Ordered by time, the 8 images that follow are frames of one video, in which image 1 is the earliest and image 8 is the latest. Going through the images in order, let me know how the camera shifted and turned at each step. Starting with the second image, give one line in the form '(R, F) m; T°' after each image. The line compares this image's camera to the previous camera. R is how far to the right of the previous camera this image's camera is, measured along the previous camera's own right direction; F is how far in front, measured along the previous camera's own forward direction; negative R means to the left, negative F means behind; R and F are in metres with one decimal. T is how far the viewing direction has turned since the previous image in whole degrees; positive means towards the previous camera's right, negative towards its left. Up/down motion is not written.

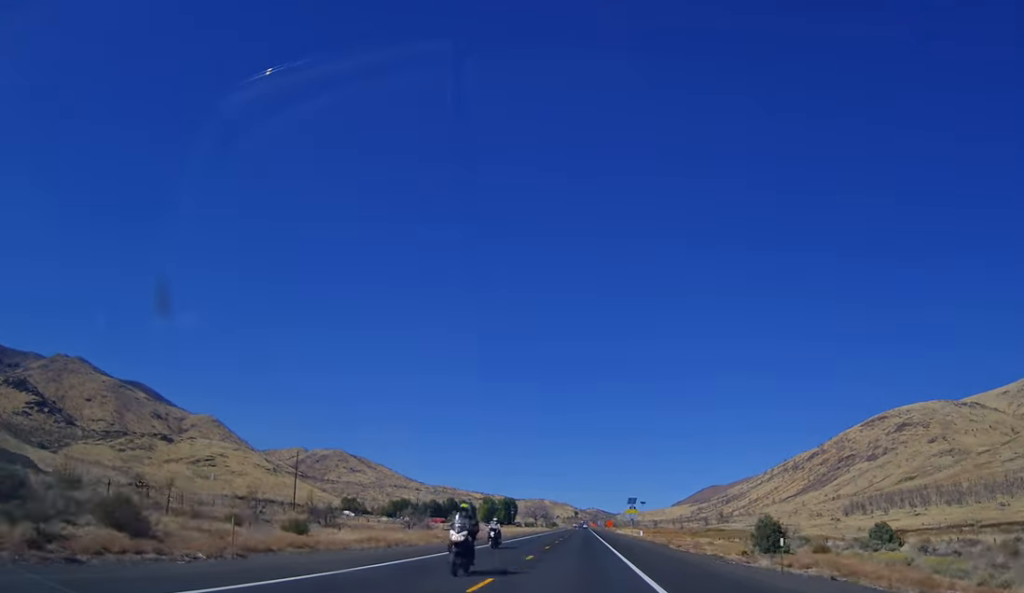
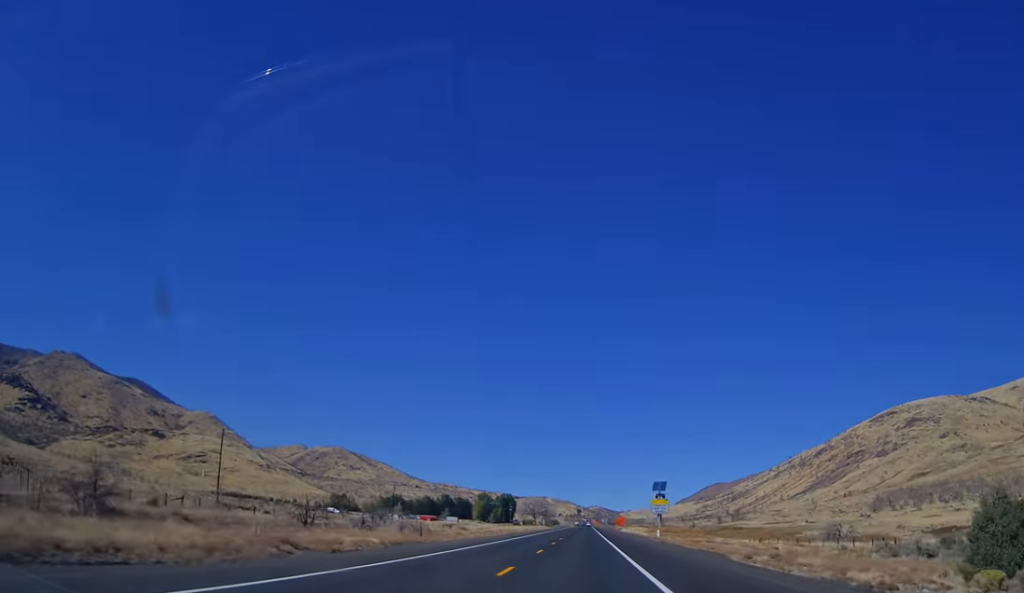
(0.0, +33.1) m; 0°
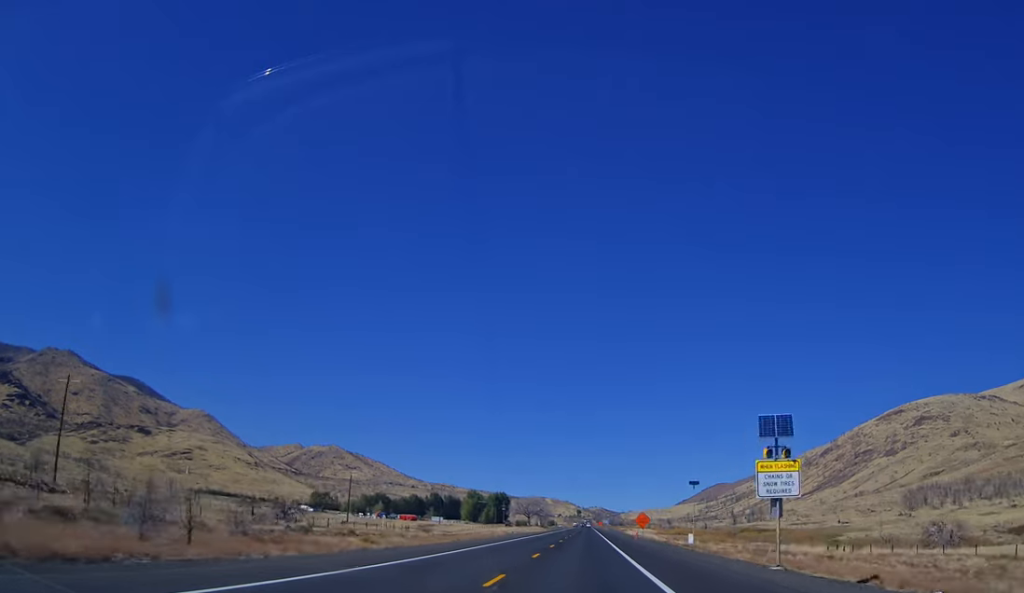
(0.0, +39.9) m; 0°
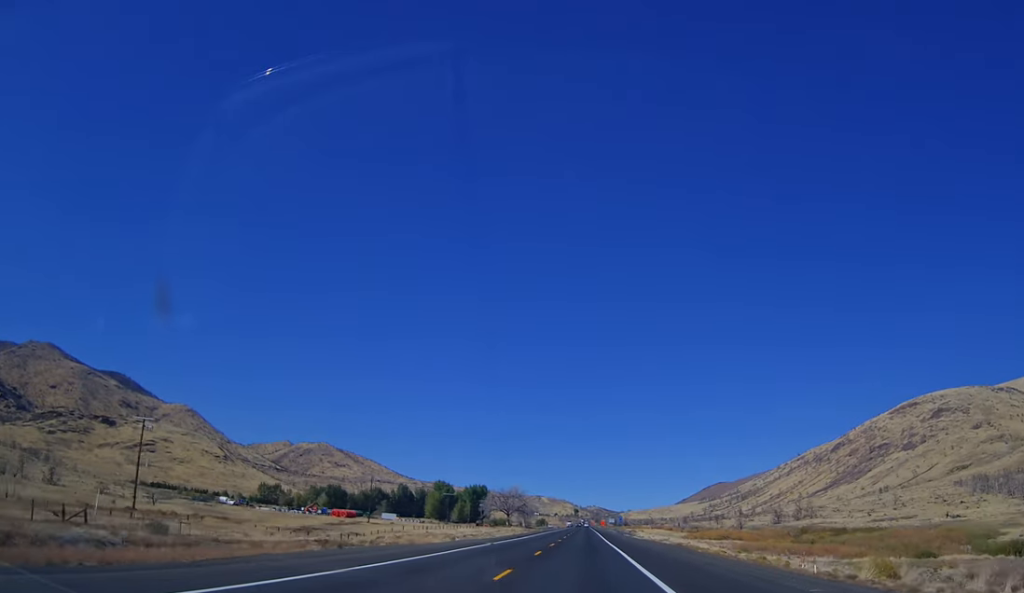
(+0.1, +85.4) m; 0°
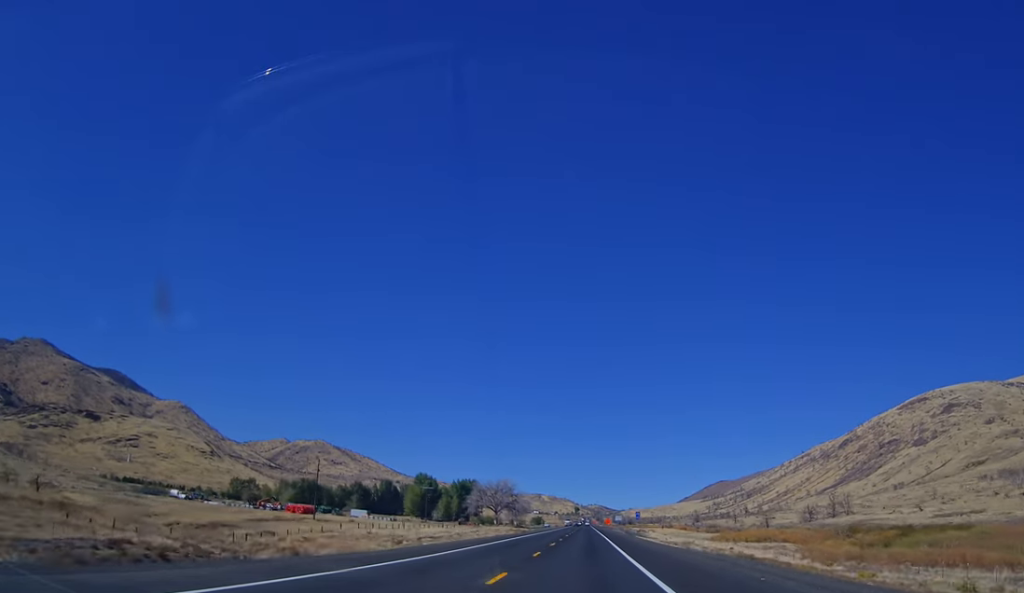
(0.0, +38.6) m; 0°
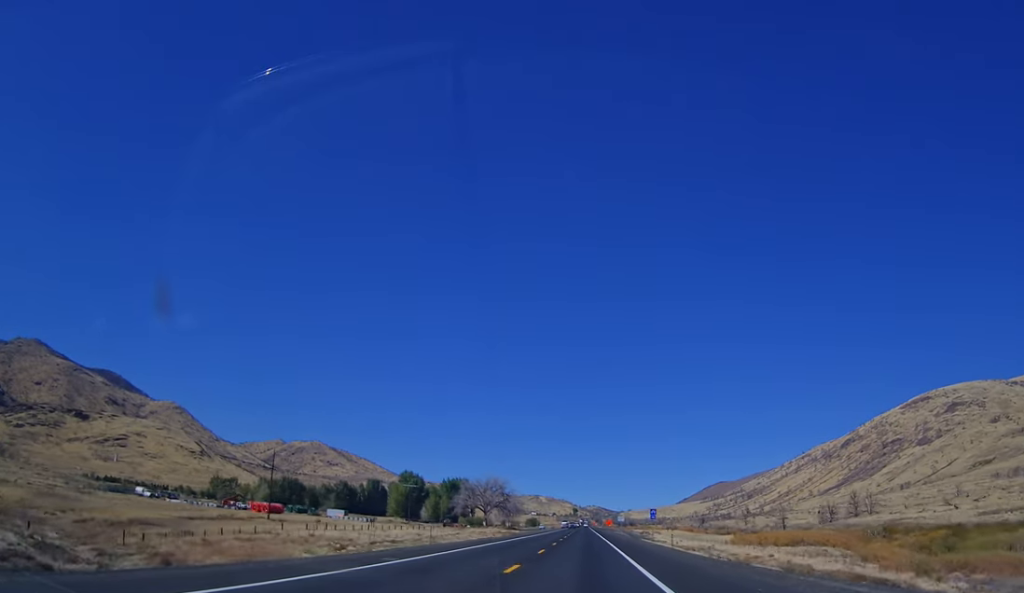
(-0.1, +21.8) m; 0°
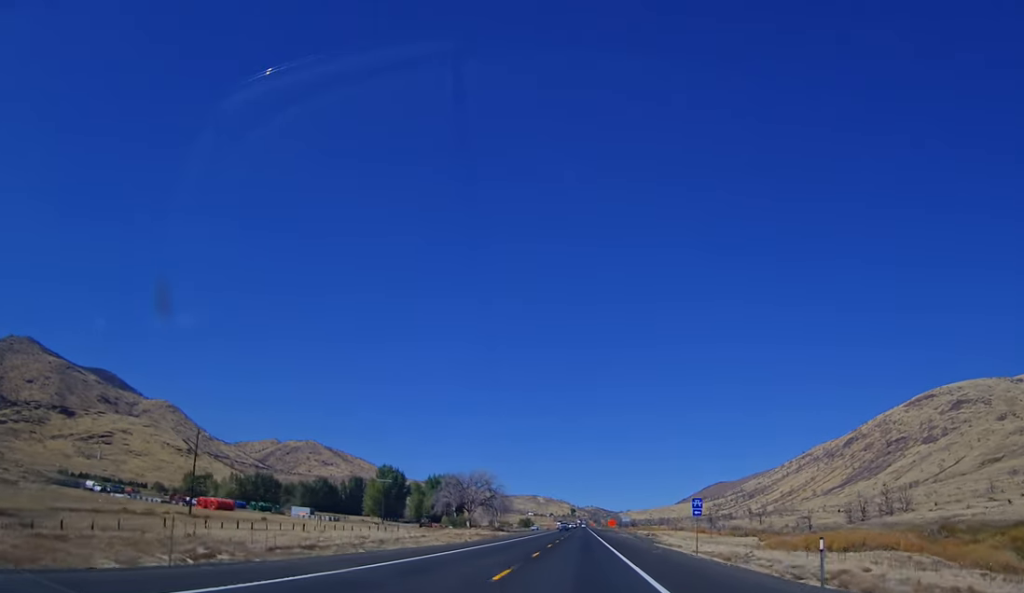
(+0.4, +26.4) m; 0°
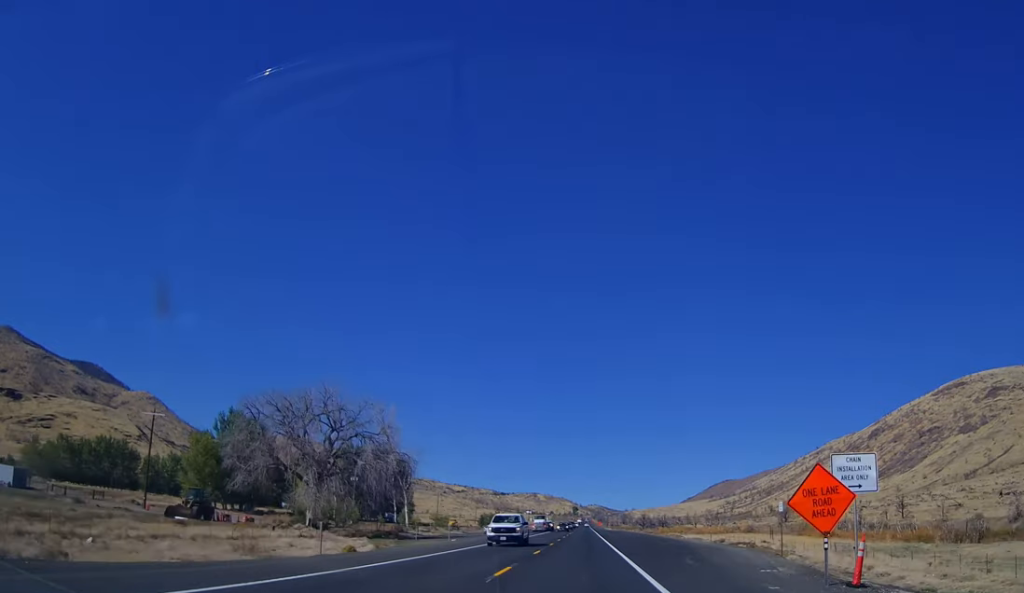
(-1.0, +111.1) m; -1°
